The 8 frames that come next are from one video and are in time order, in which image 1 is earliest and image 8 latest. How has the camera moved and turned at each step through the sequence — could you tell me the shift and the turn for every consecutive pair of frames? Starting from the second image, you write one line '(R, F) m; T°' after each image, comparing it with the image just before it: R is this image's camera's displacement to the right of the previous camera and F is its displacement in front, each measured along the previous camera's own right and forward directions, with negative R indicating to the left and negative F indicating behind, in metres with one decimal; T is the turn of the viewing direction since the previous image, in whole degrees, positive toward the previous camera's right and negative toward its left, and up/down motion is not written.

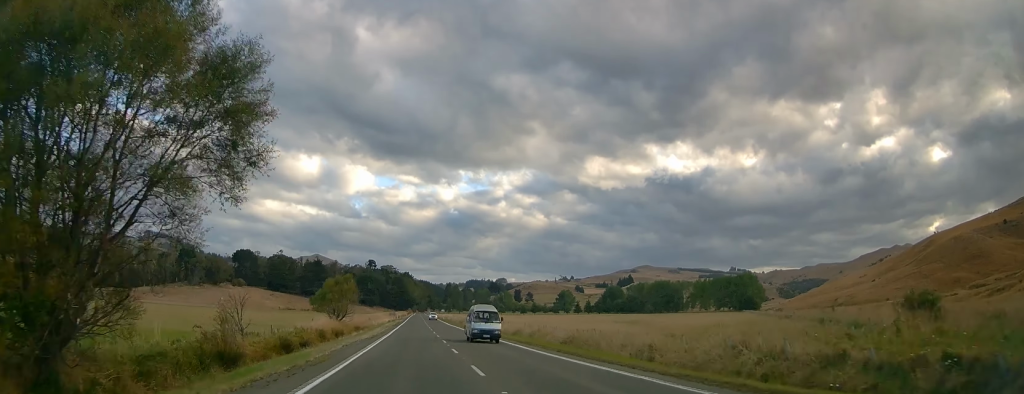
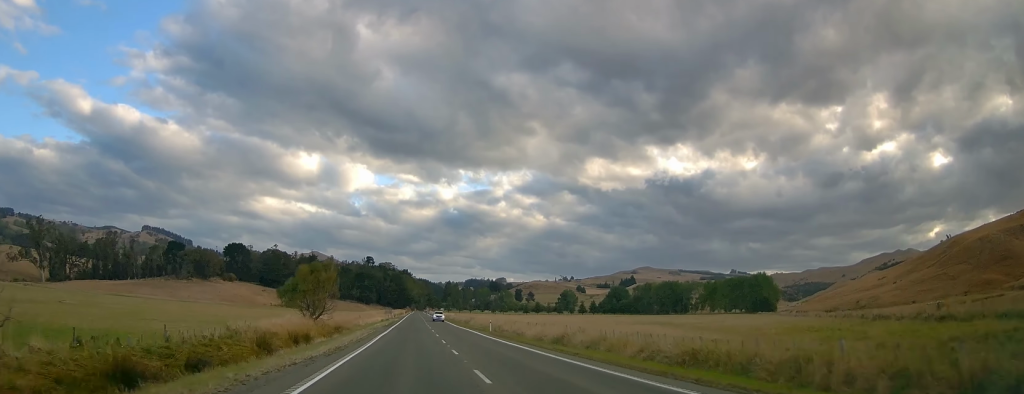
(+0.6, +22.0) m; 0°
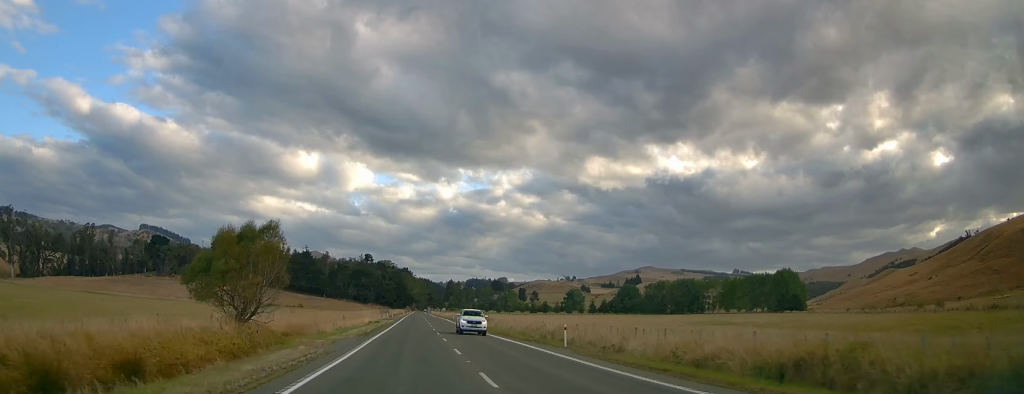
(-0.4, +31.4) m; 0°
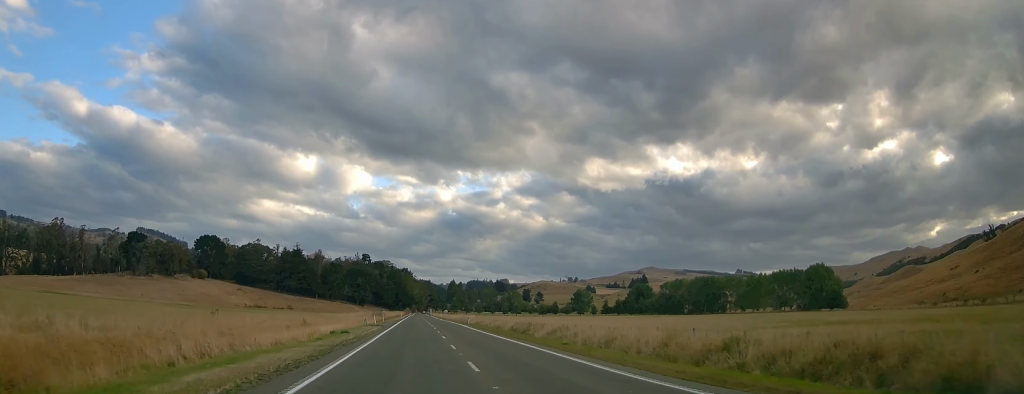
(+0.6, +37.0) m; -1°
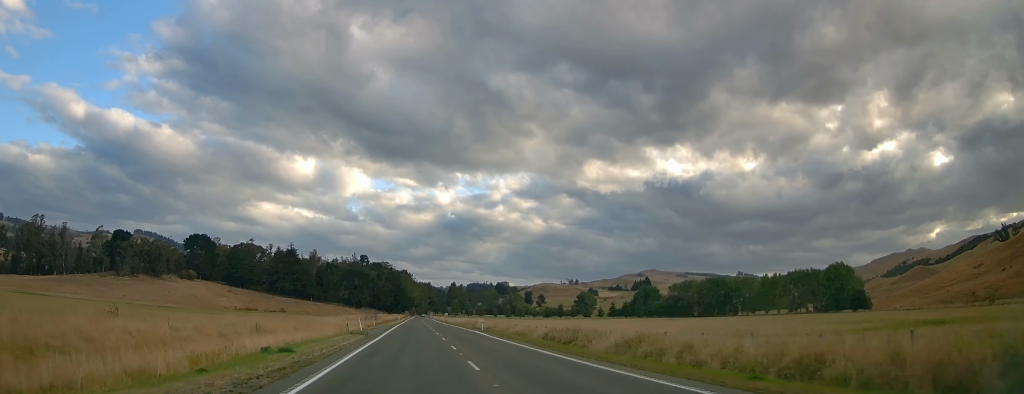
(-0.7, +19.8) m; -2°
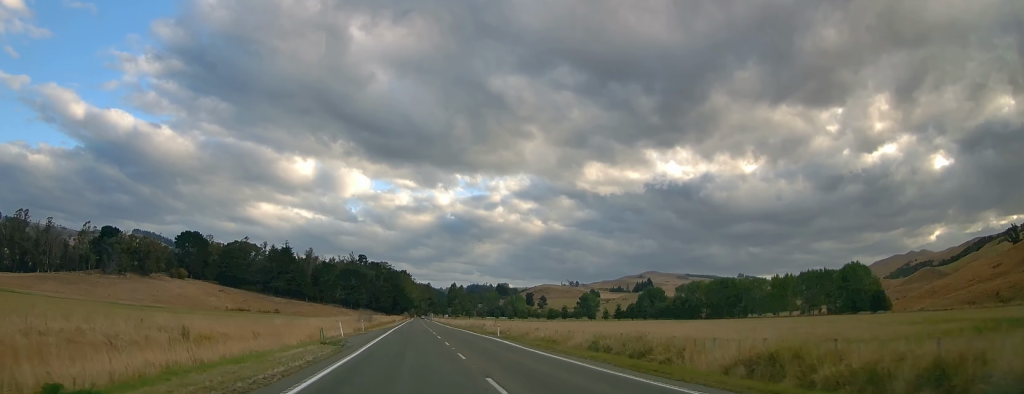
(-0.1, +15.1) m; +1°
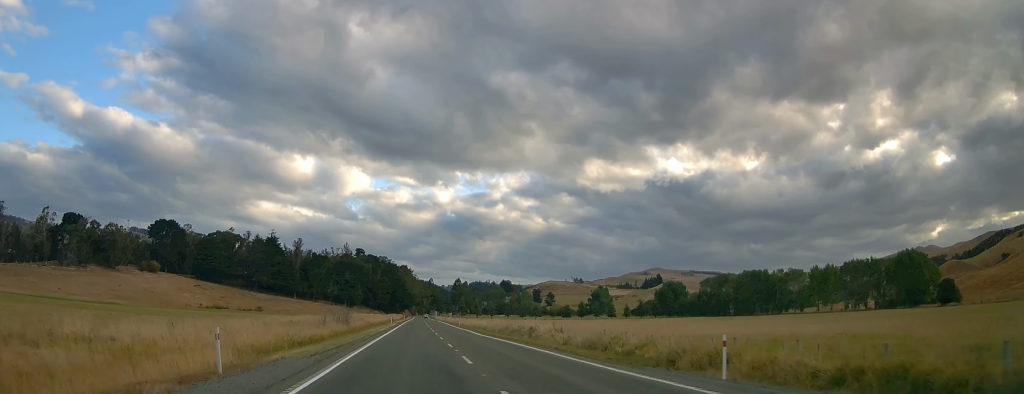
(+1.7, +44.0) m; +2°
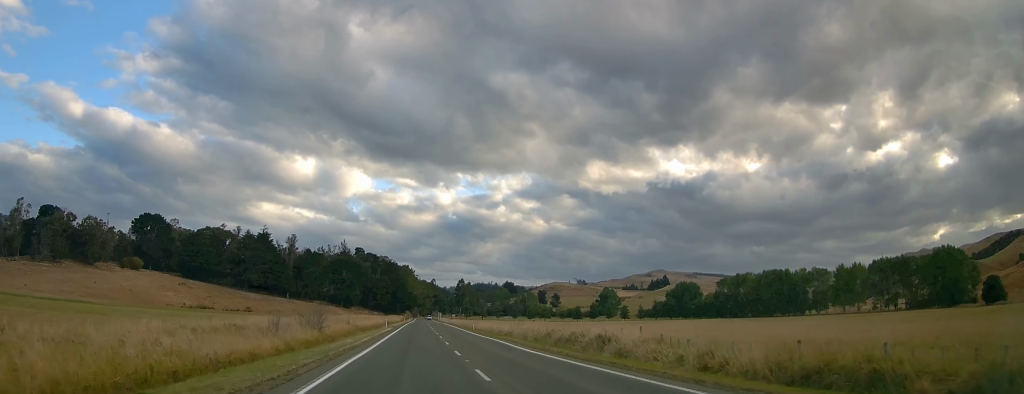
(-1.0, +24.2) m; -2°
